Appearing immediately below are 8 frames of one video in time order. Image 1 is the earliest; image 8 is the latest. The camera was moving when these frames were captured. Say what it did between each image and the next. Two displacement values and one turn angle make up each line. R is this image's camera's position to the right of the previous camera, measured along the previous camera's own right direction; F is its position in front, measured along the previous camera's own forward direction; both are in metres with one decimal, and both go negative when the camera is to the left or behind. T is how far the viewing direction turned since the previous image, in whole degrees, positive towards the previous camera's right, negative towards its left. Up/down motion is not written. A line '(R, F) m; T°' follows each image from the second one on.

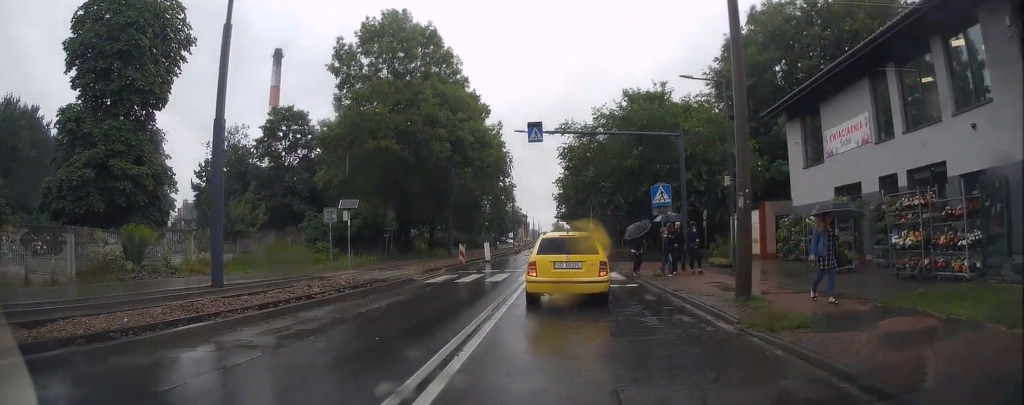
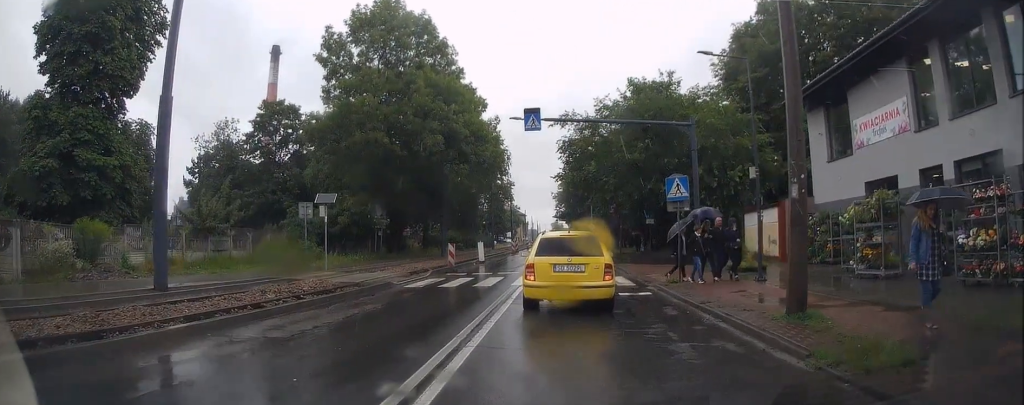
(+0.1, +2.4) m; +6°
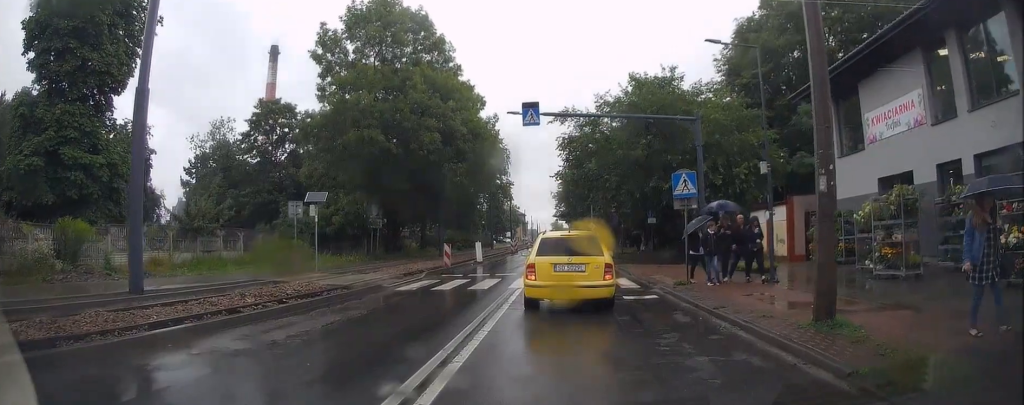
(+0.1, +1.1) m; +1°
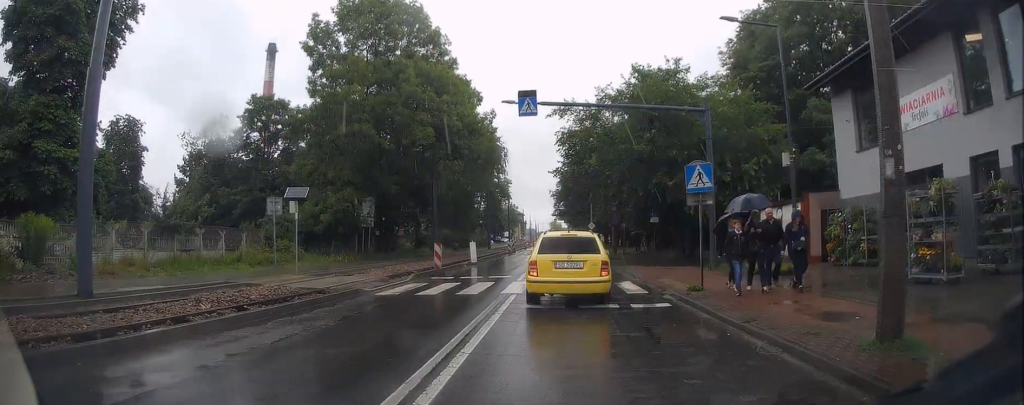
(0.0, +2.3) m; +2°
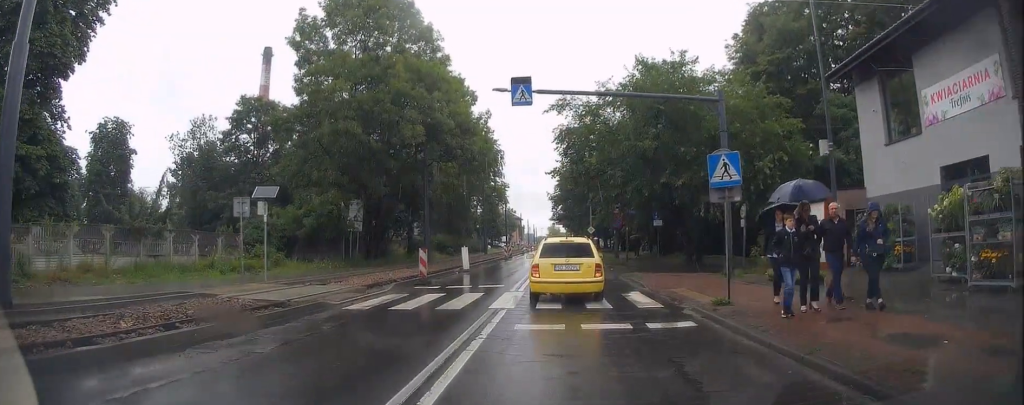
(+0.1, +3.3) m; +1°
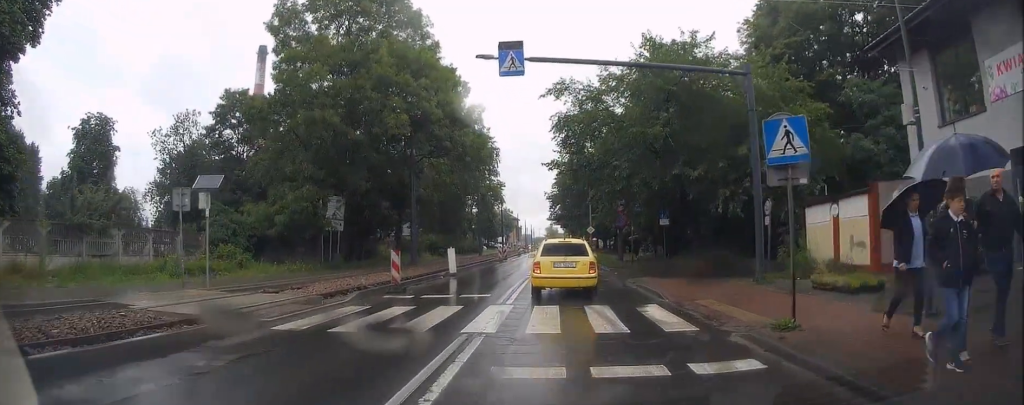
(0.0, +4.1) m; -3°
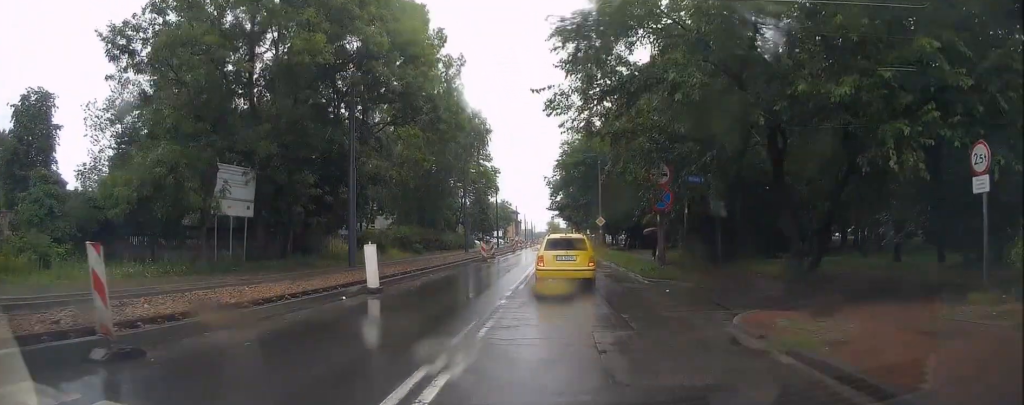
(-1.2, +12.1) m; -6°
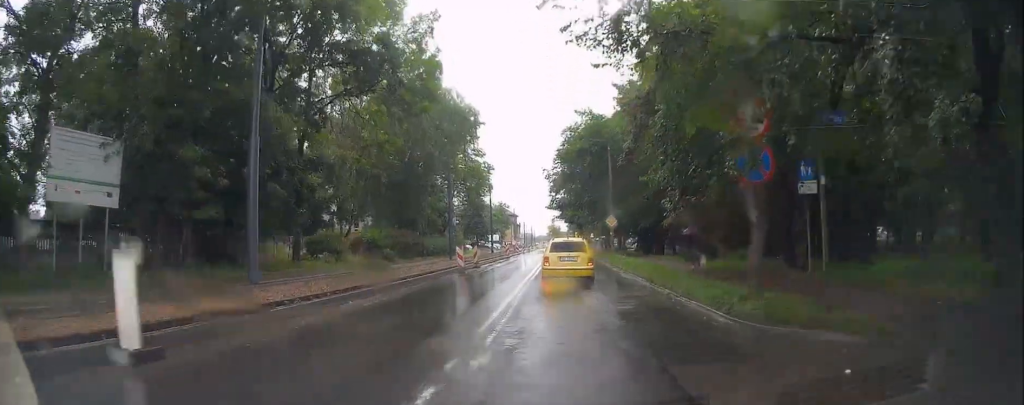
(+0.2, +9.6) m; +2°
